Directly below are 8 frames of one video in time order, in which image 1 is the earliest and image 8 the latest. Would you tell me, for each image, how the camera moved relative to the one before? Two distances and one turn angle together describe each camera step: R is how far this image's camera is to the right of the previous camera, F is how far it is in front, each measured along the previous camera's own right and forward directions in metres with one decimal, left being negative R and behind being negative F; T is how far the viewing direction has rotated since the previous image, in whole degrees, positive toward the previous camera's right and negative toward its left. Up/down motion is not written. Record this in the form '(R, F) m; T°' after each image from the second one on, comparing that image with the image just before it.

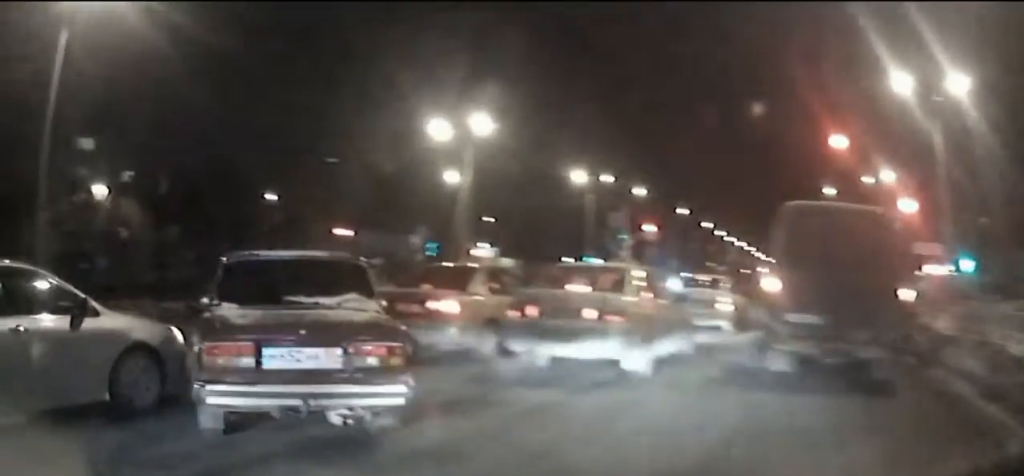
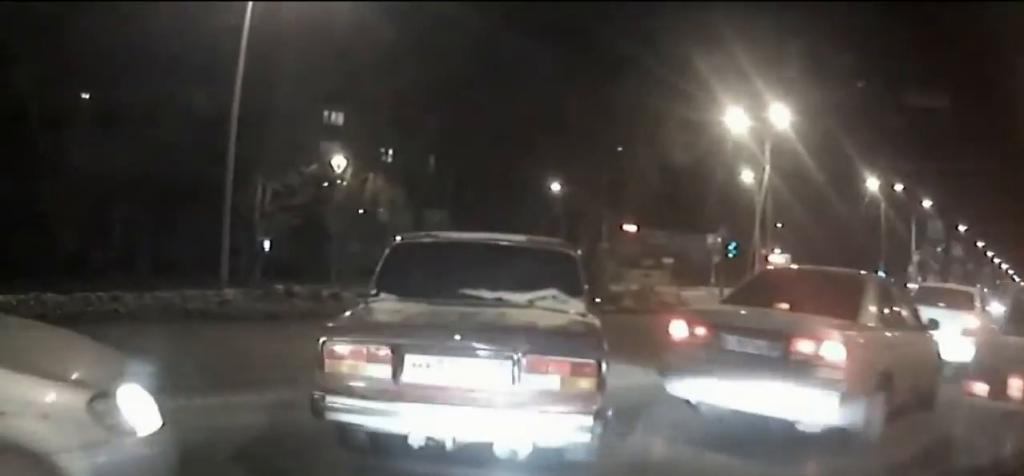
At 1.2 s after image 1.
(-0.8, +4.1) m; -24°
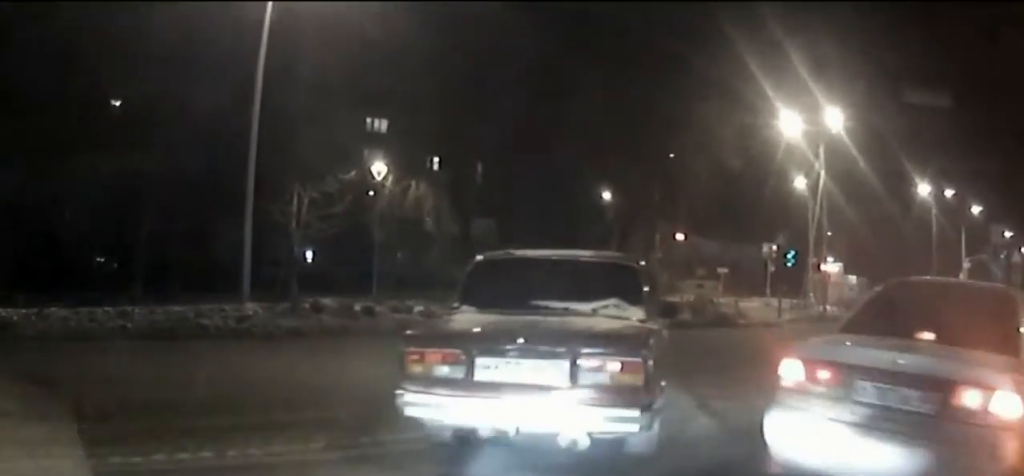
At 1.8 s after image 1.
(-0.3, +2.0) m; -8°
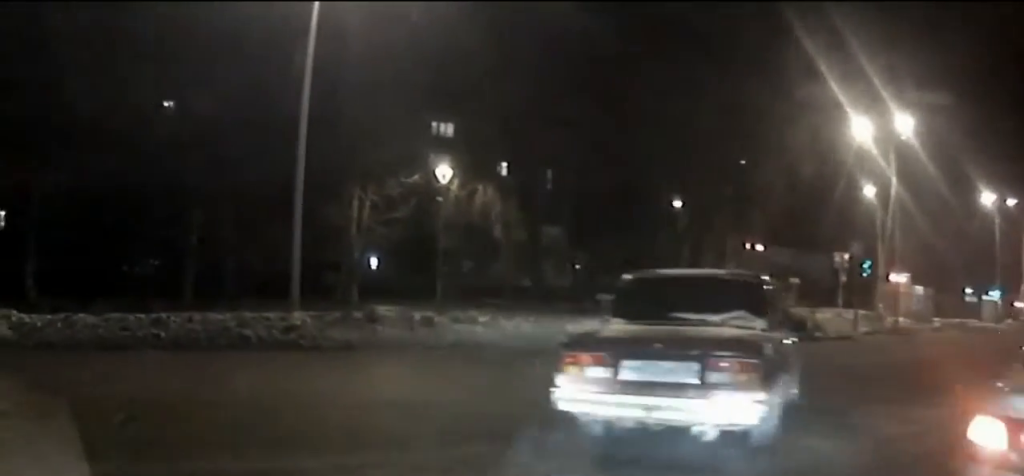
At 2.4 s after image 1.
(-0.2, +2.0) m; -3°
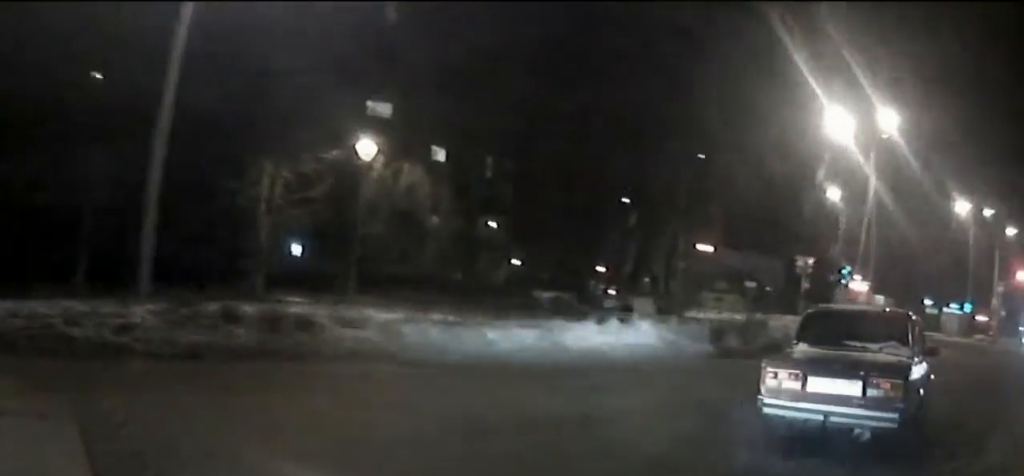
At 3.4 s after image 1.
(+0.1, +4.3) m; +9°
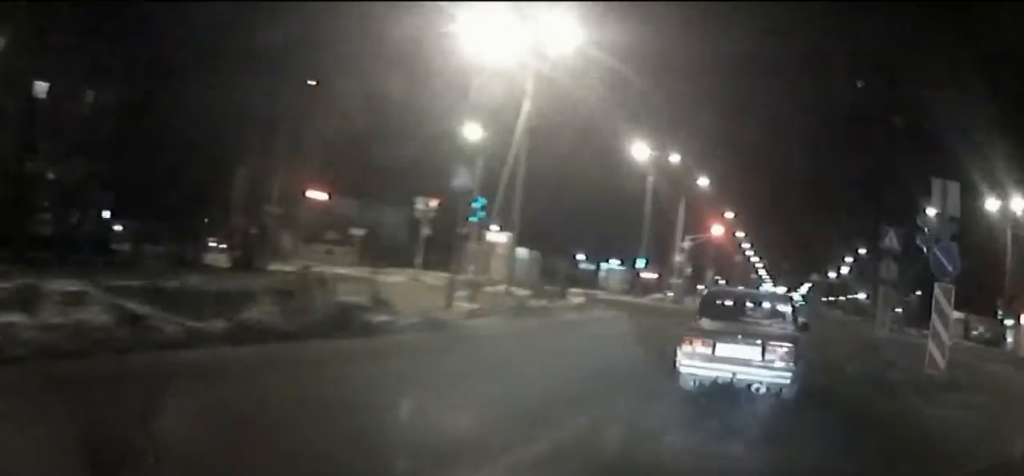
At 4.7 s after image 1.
(+1.5, +7.2) m; +23°
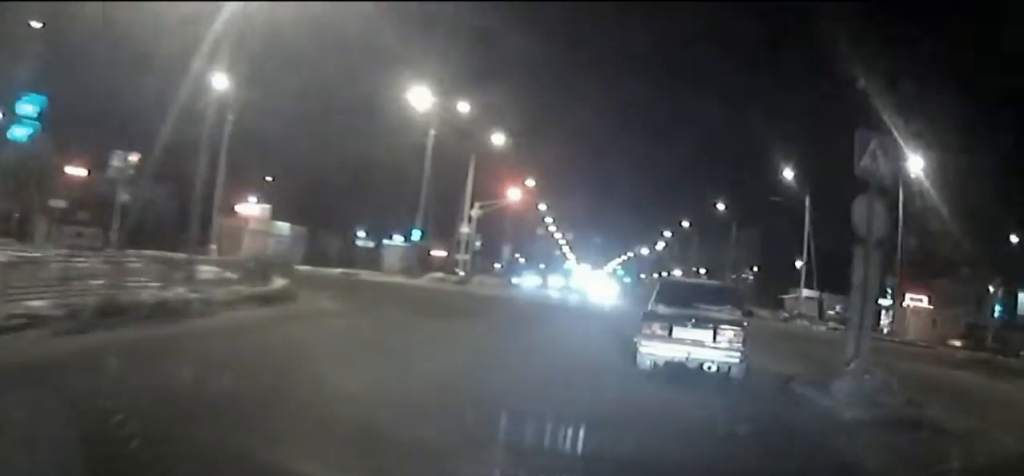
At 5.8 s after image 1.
(+1.4, +8.7) m; +15°
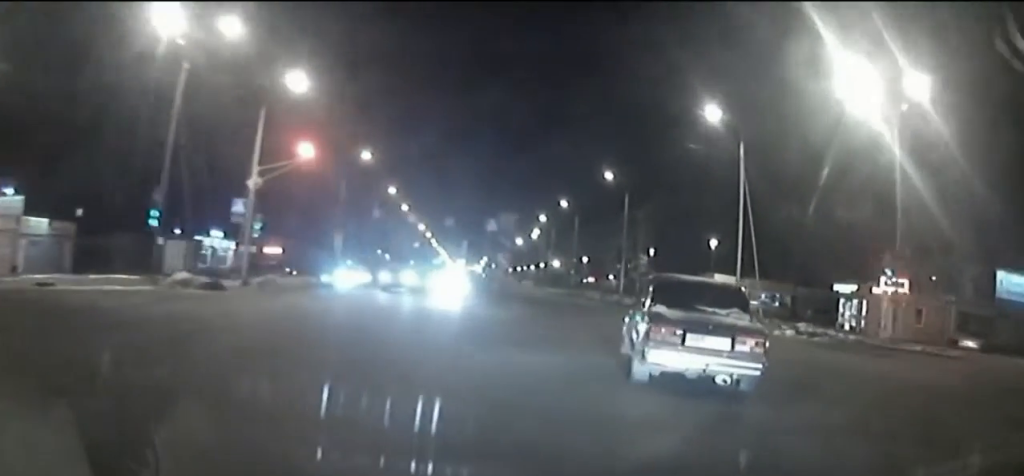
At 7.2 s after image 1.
(+1.9, +16.1) m; +10°
